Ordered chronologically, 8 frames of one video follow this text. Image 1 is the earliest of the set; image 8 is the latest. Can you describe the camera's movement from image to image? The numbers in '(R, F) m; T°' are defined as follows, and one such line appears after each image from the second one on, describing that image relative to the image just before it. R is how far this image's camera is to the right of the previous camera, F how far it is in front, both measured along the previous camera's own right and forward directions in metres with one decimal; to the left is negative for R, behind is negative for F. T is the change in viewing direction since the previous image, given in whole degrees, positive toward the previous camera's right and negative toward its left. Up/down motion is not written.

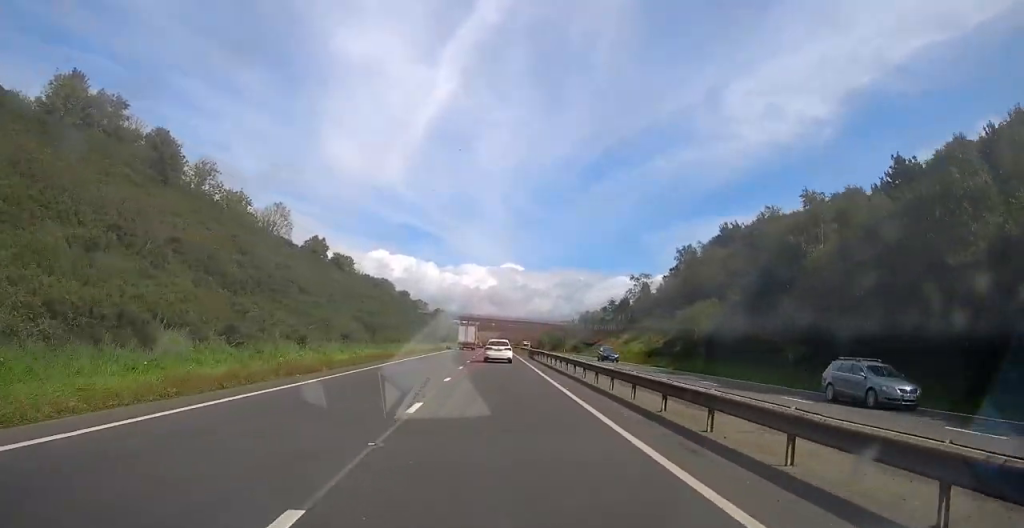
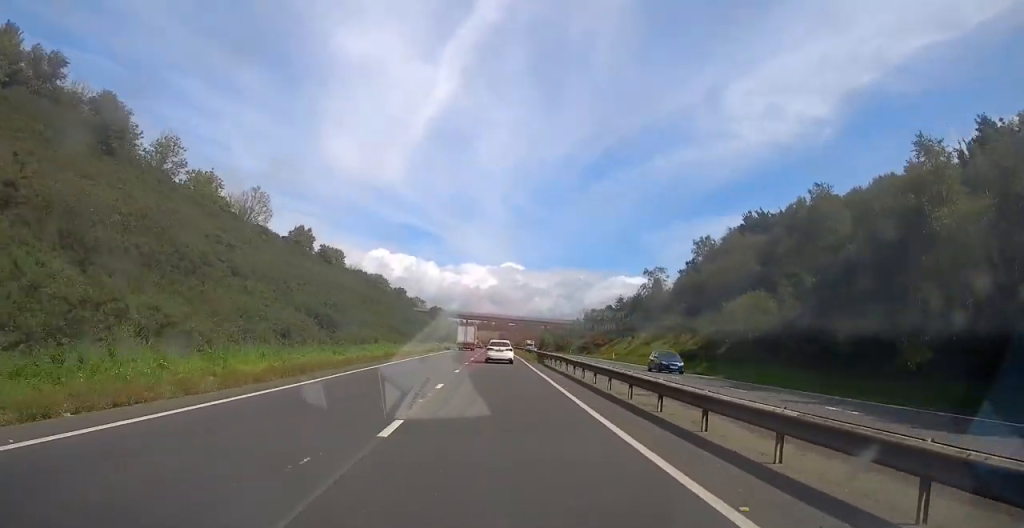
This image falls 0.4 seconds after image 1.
(-0.1, +12.2) m; 0°
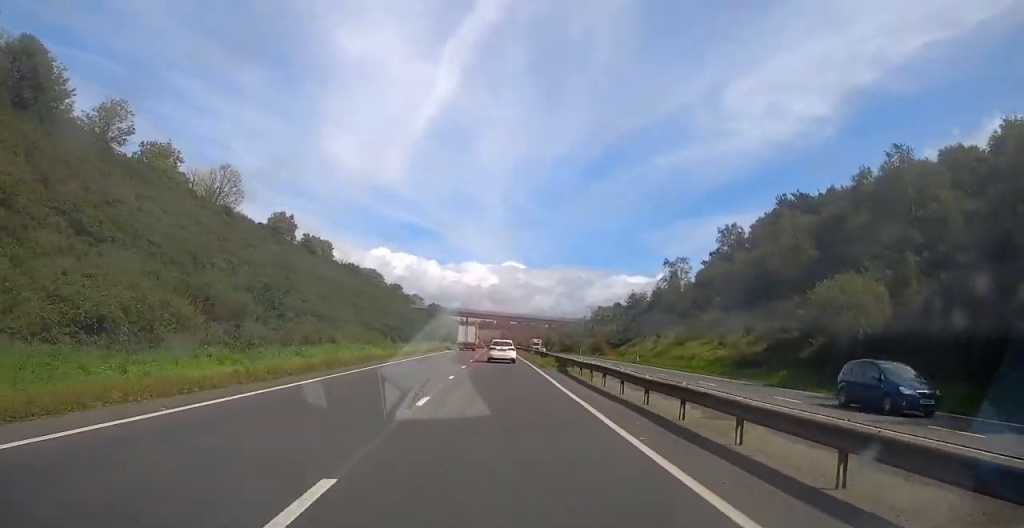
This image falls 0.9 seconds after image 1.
(0.0, +14.2) m; 0°
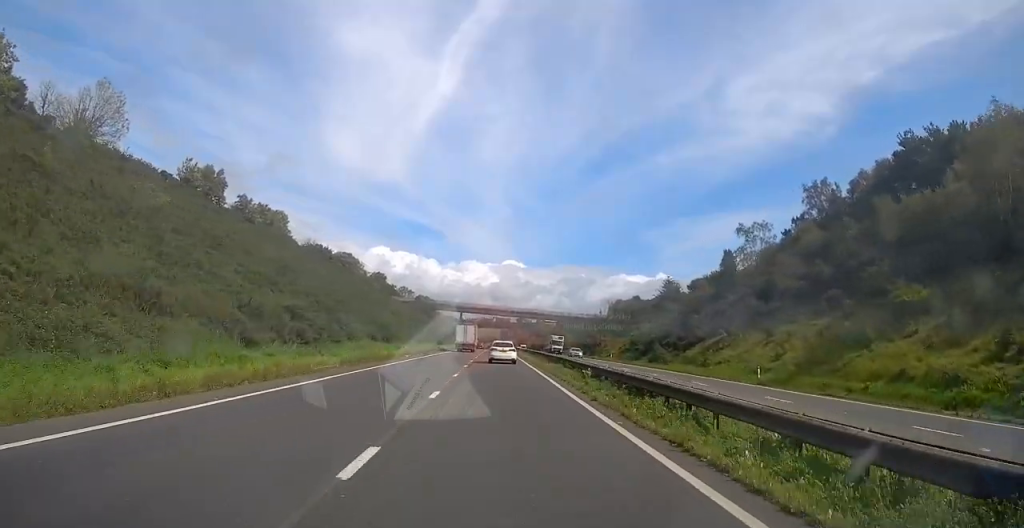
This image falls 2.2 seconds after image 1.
(0.0, +35.2) m; 0°
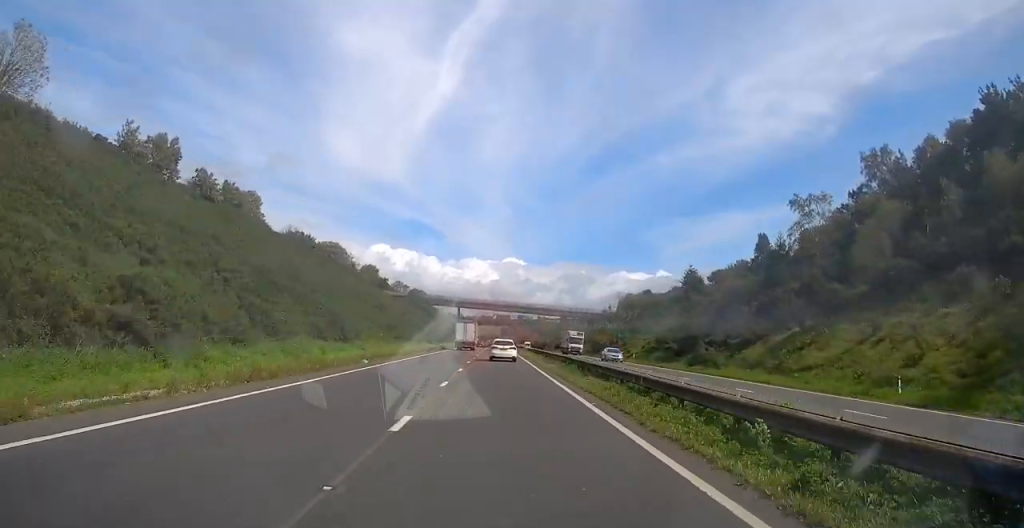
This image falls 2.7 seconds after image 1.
(0.0, +15.3) m; 0°
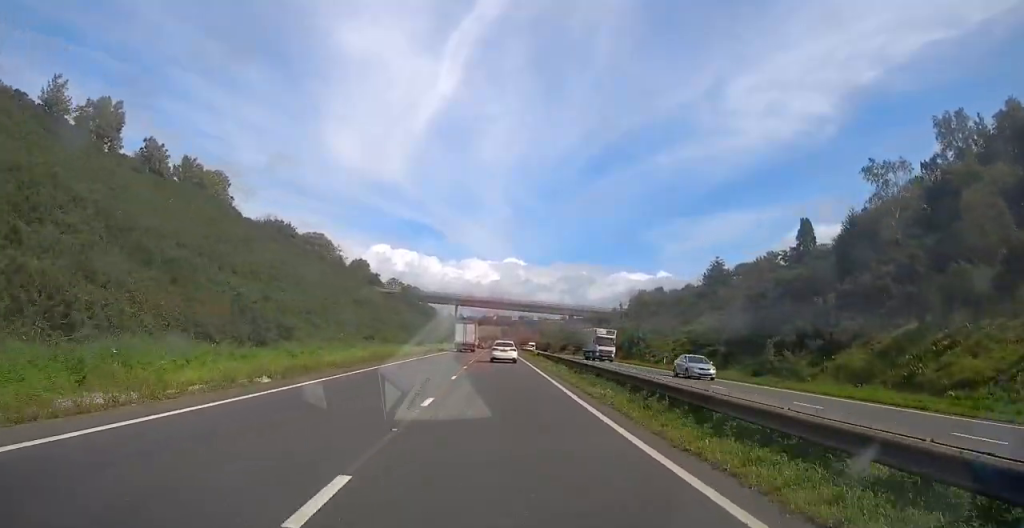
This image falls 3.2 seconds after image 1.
(0.0, +14.3) m; 0°
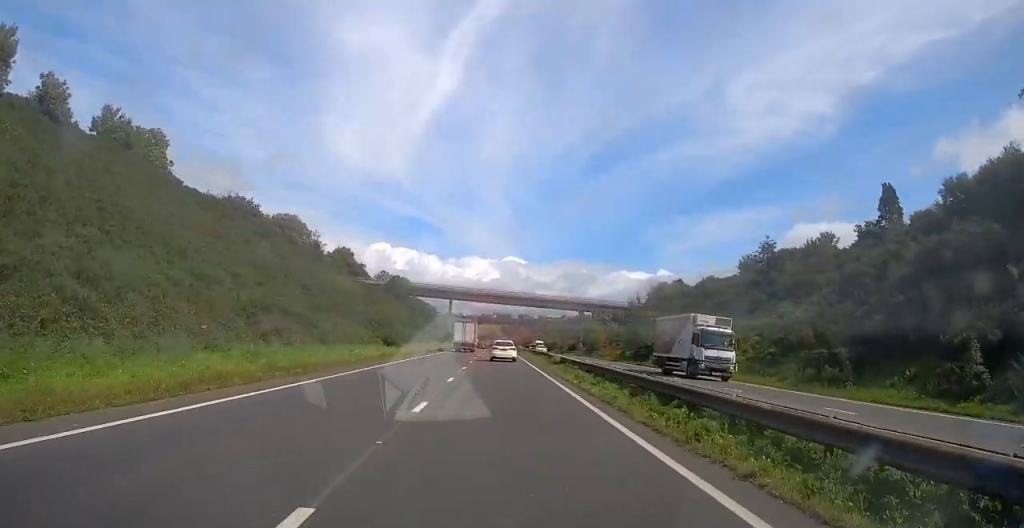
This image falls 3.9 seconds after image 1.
(0.0, +20.1) m; 0°
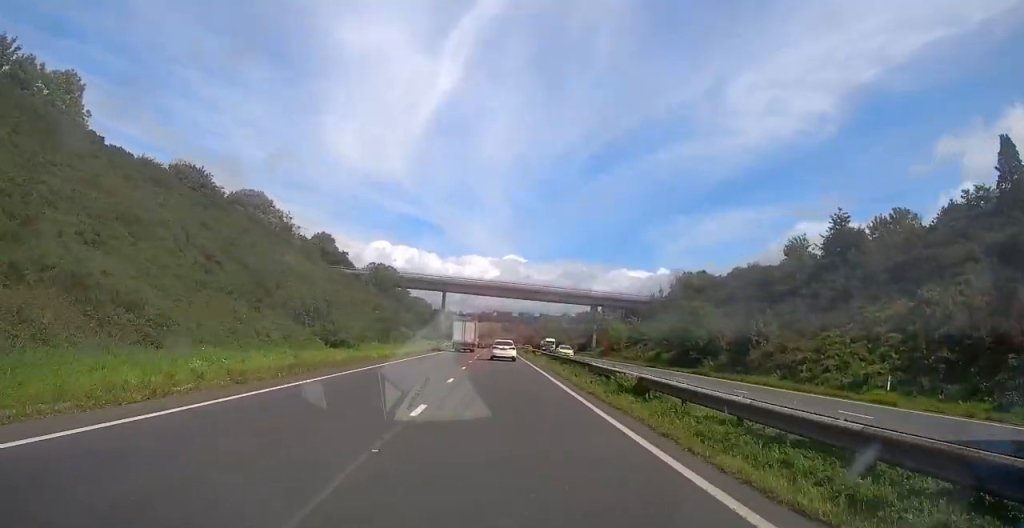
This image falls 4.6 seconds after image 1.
(0.0, +19.1) m; 0°
